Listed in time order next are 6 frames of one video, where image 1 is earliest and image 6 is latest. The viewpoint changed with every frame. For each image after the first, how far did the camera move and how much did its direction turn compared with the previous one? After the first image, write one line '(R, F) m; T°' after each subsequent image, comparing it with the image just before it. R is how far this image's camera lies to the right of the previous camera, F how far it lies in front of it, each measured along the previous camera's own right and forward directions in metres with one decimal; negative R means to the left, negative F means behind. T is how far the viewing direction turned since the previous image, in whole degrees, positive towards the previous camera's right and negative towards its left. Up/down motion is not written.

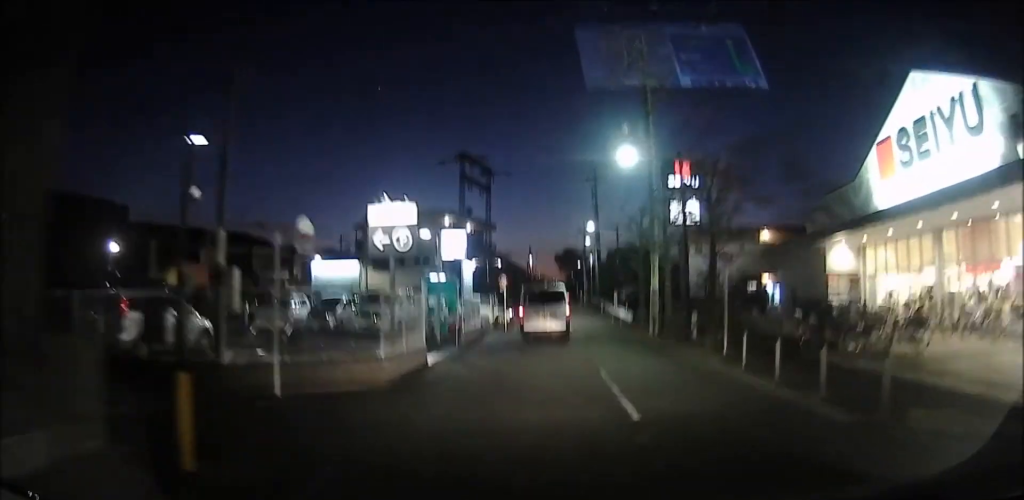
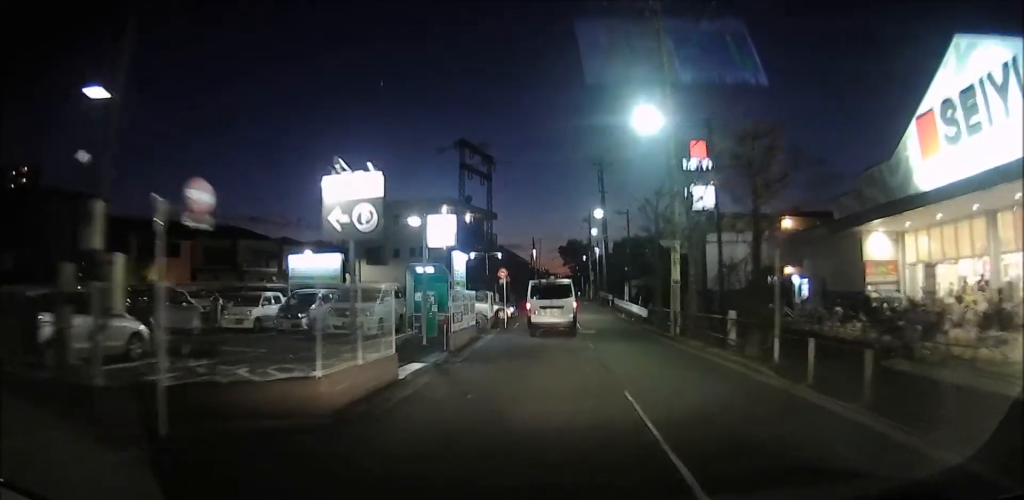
(+0.1, +3.3) m; -2°
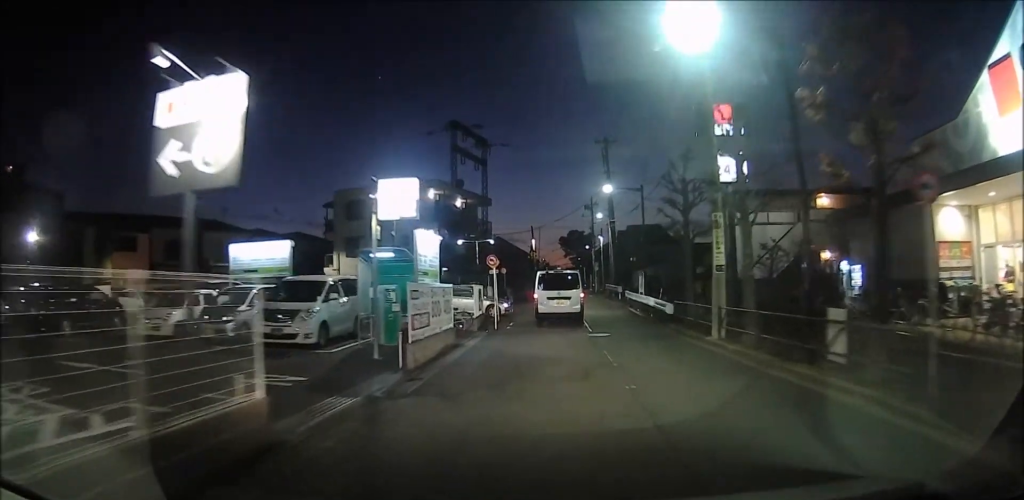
(-0.4, +5.3) m; 0°
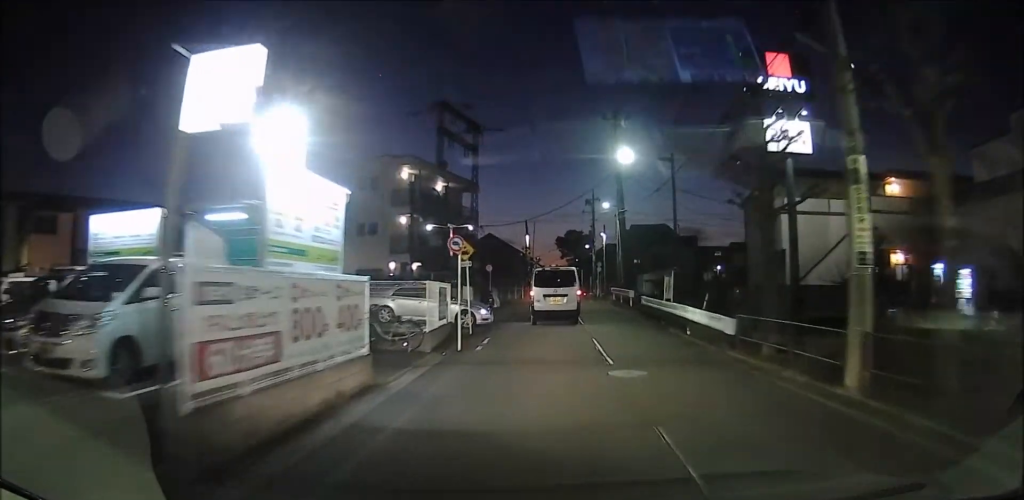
(+0.3, +7.4) m; 0°
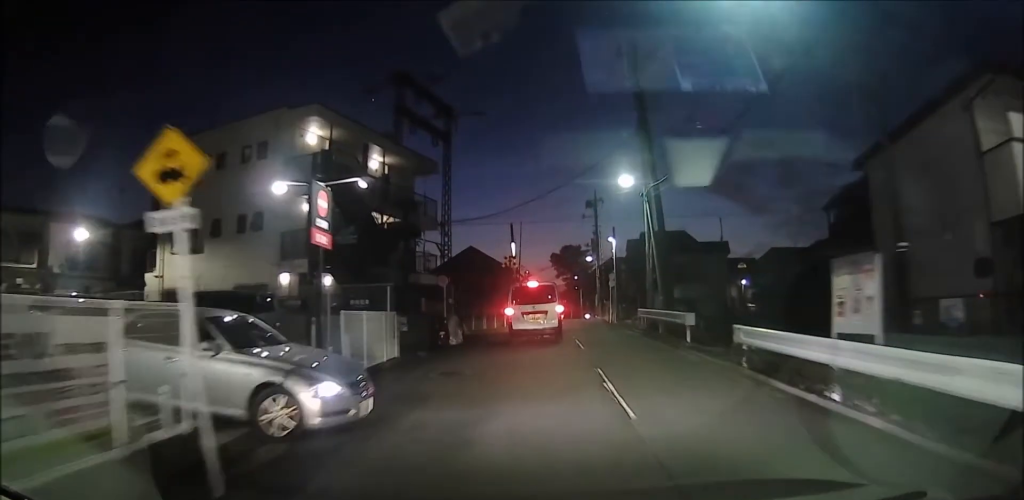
(-0.1, +13.0) m; 0°
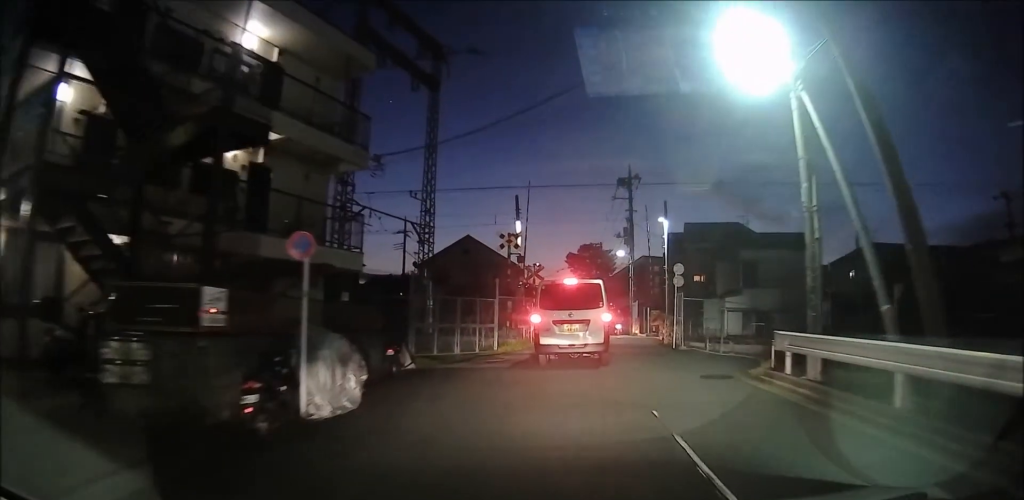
(-0.9, +14.2) m; -5°
